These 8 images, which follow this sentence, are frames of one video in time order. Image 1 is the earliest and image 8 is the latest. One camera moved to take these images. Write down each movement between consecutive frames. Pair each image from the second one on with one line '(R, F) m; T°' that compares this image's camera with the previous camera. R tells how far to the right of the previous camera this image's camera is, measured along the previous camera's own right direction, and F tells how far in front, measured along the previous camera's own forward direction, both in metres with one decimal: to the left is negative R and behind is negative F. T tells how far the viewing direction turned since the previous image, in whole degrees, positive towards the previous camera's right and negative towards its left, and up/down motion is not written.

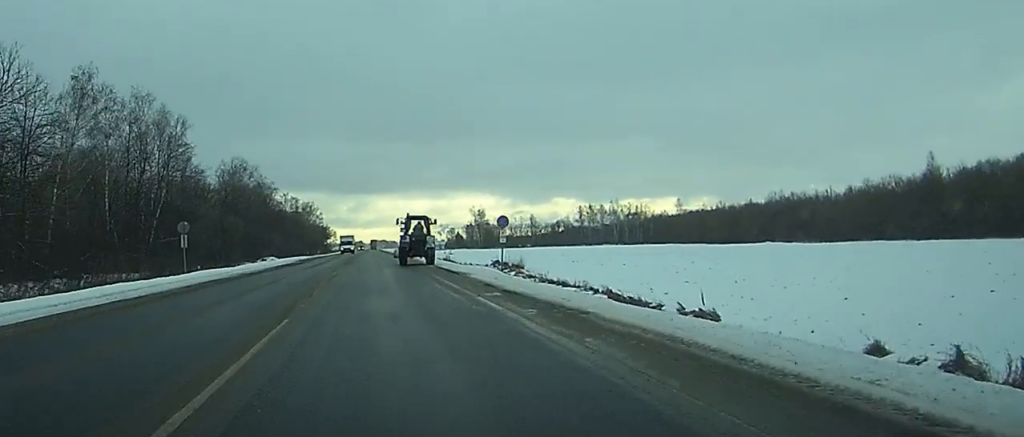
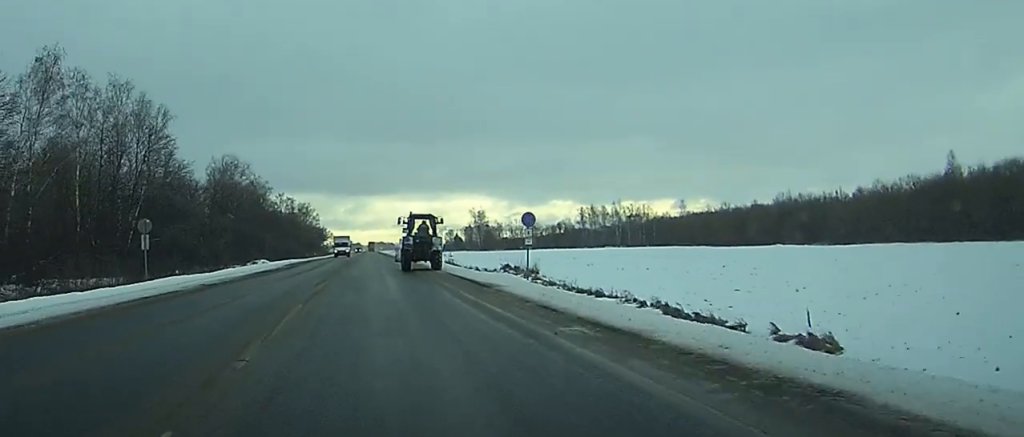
(0.0, +8.3) m; 0°
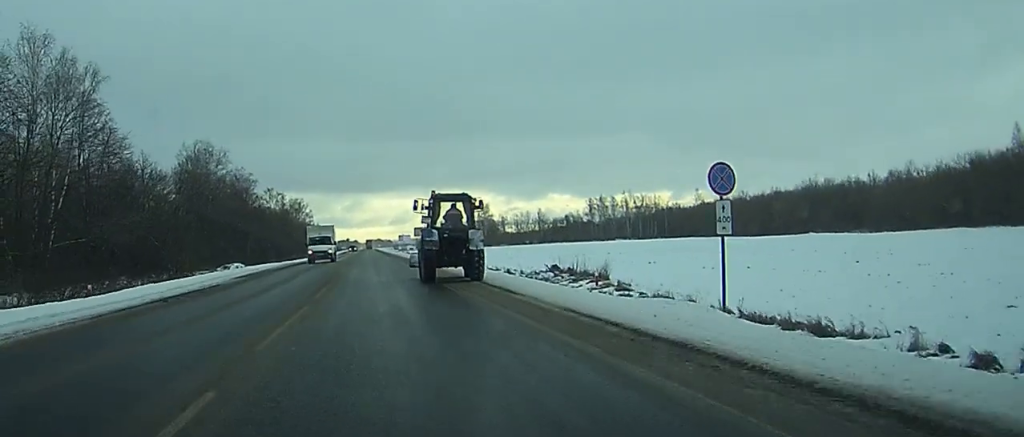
(+0.1, +23.8) m; 0°
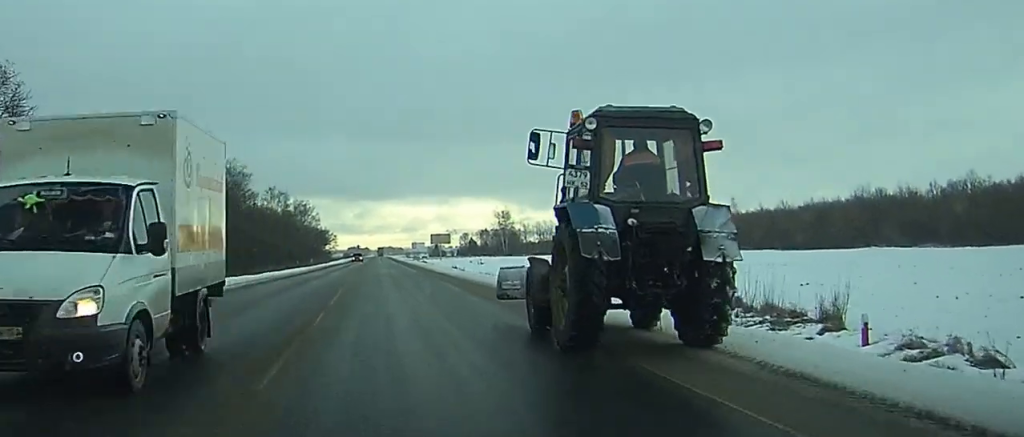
(0.0, +28.4) m; 0°
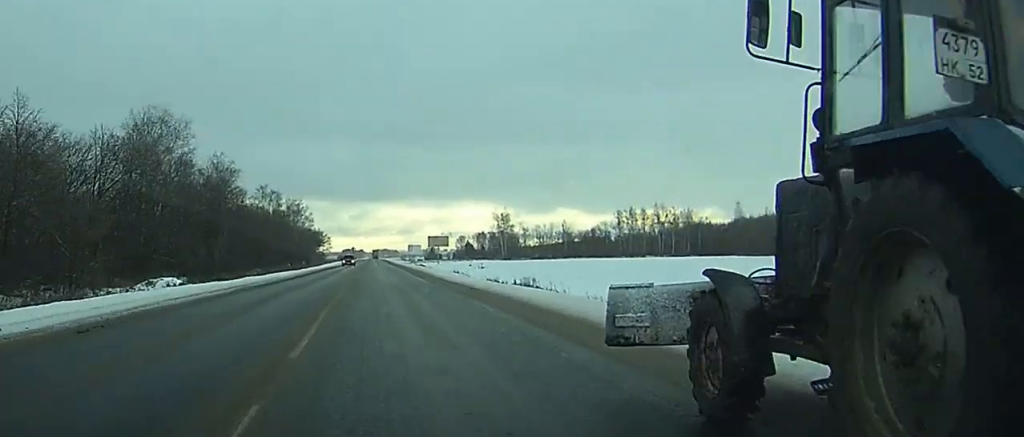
(0.0, +10.0) m; 0°
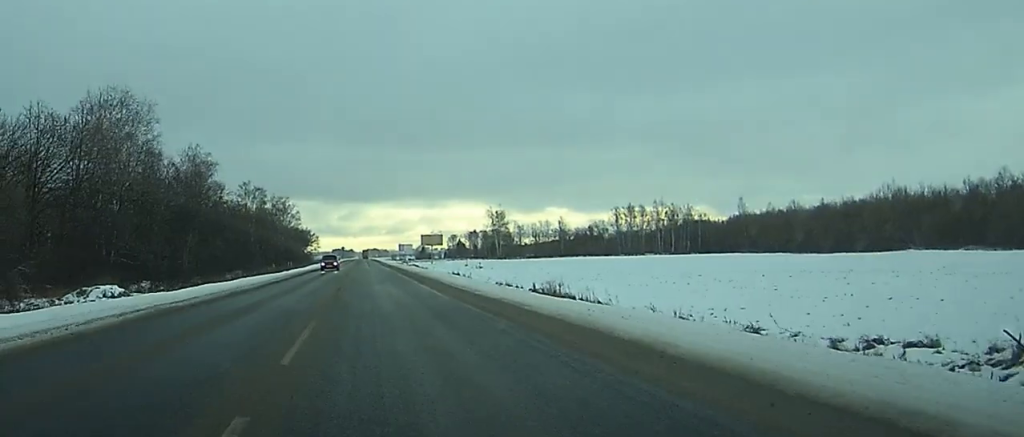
(0.0, +12.6) m; 0°
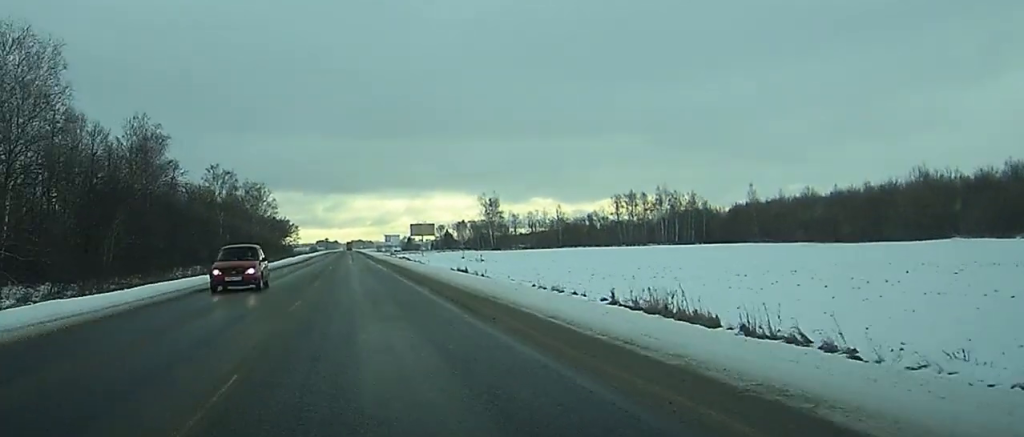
(+0.1, +23.1) m; 0°
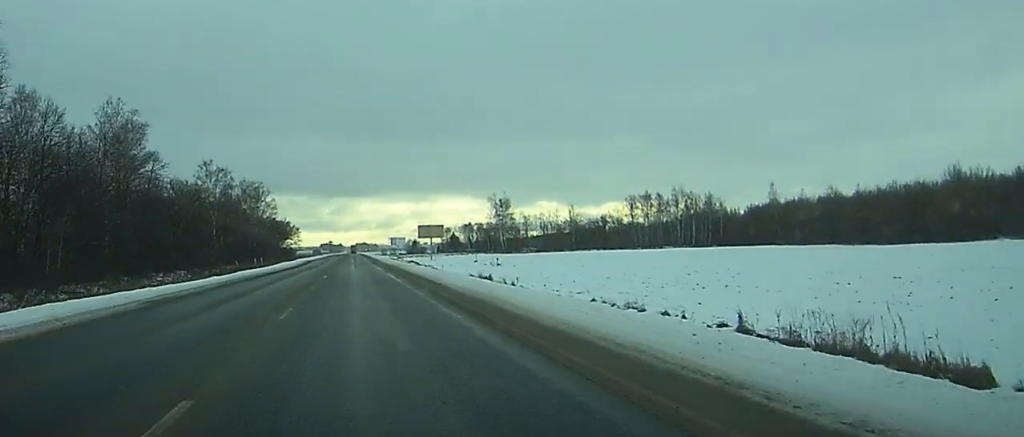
(0.0, +13.1) m; 0°
